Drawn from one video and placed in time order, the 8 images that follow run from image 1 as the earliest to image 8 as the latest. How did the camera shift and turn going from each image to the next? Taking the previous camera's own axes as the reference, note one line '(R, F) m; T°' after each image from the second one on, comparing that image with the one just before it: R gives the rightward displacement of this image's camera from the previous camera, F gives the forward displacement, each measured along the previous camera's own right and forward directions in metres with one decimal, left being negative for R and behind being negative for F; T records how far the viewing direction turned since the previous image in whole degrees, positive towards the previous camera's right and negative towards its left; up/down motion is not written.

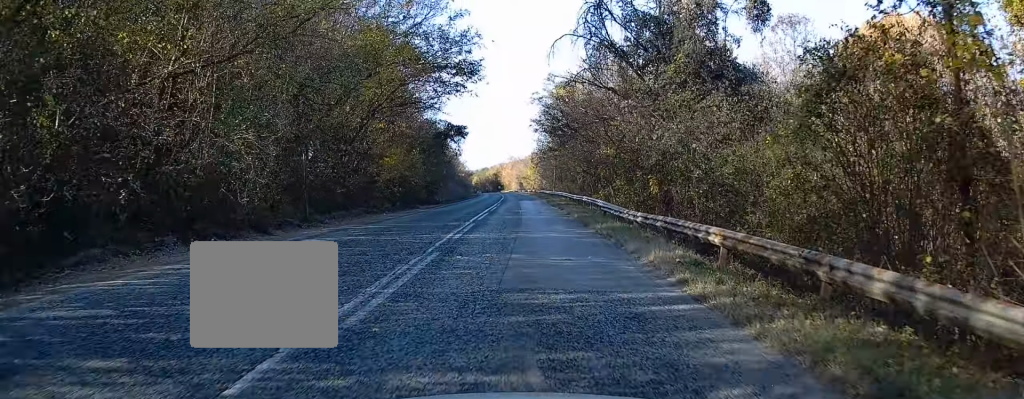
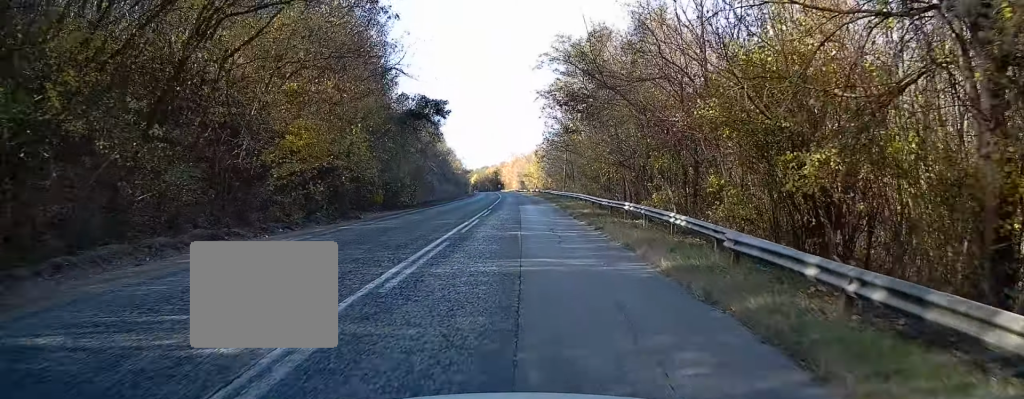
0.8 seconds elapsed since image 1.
(+0.3, +15.9) m; 0°
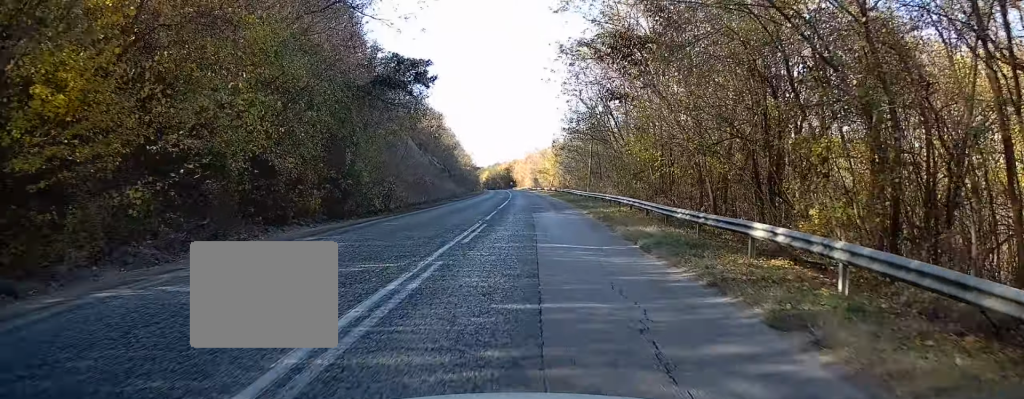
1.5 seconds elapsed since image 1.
(-0.3, +12.8) m; 0°
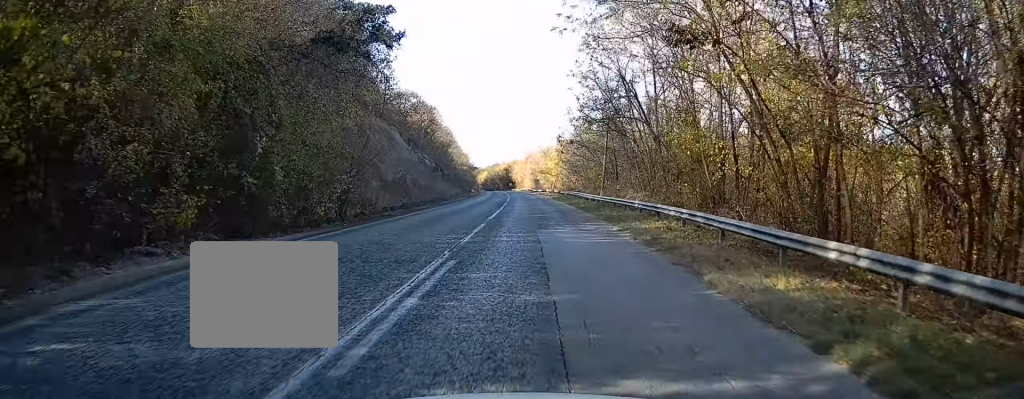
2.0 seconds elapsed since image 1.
(-0.1, +9.0) m; 0°
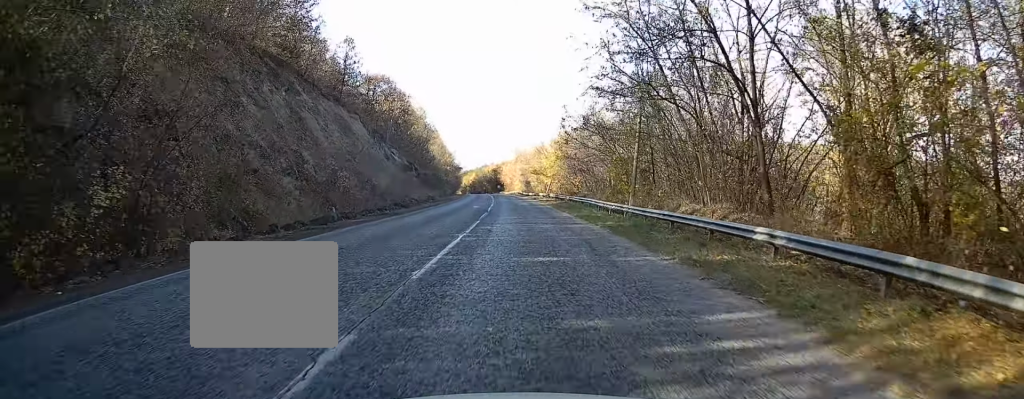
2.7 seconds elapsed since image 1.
(+0.3, +14.7) m; 0°
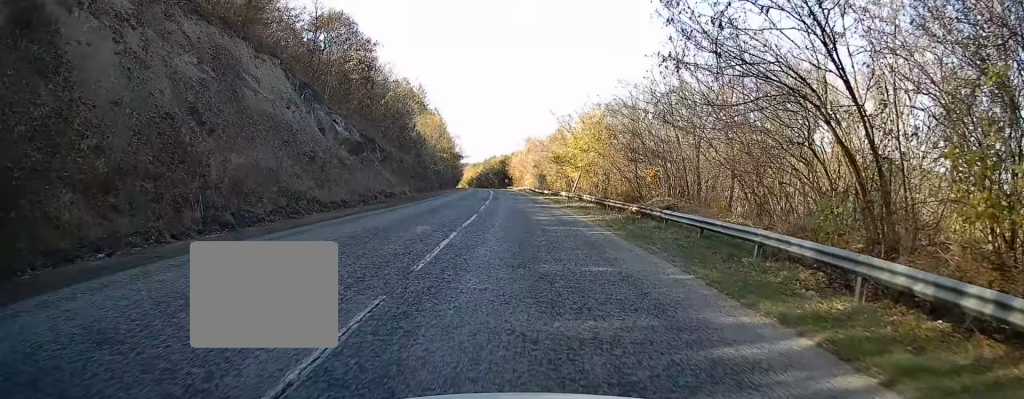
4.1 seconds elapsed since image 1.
(-0.5, +25.6) m; -1°
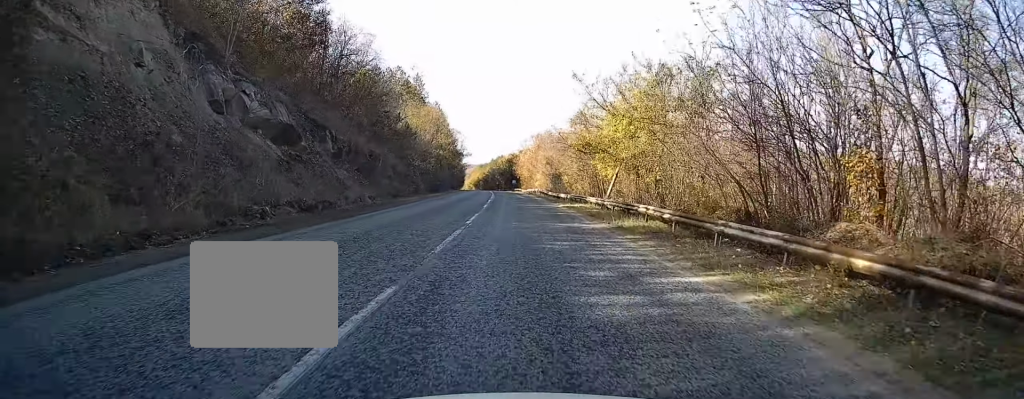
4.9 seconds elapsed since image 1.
(0.0, +16.0) m; 0°
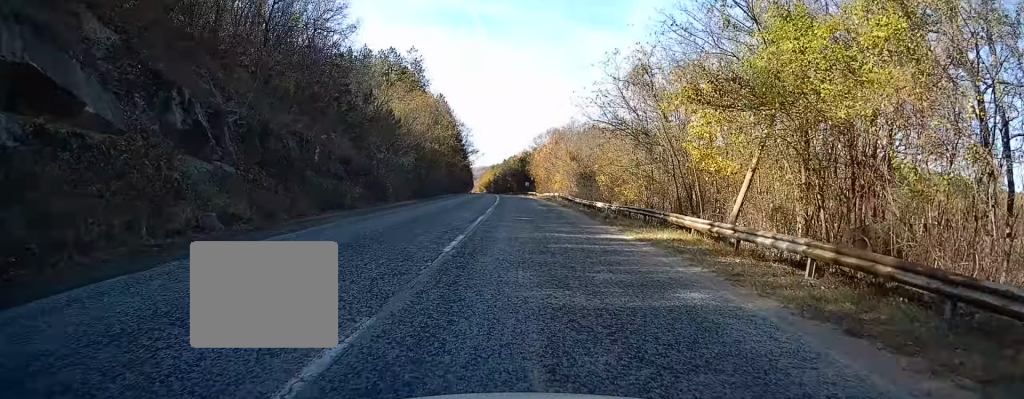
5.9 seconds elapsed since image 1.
(0.0, +19.3) m; 0°
